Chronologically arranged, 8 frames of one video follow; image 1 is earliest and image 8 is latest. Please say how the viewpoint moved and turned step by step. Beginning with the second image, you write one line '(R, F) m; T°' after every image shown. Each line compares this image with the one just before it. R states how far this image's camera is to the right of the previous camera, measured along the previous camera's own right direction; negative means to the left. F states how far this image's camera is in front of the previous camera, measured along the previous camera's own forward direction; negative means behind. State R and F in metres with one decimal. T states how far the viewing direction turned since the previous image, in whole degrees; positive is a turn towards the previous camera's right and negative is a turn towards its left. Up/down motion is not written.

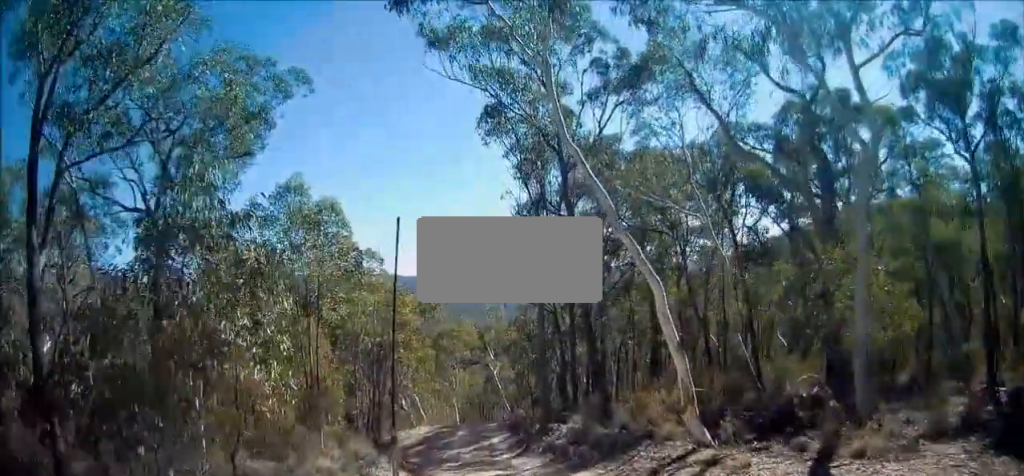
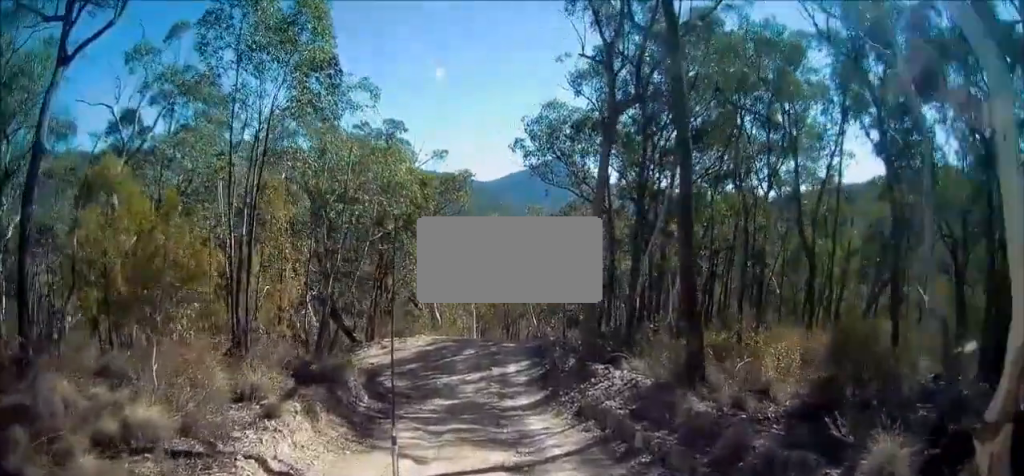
(0.0, +6.3) m; -3°
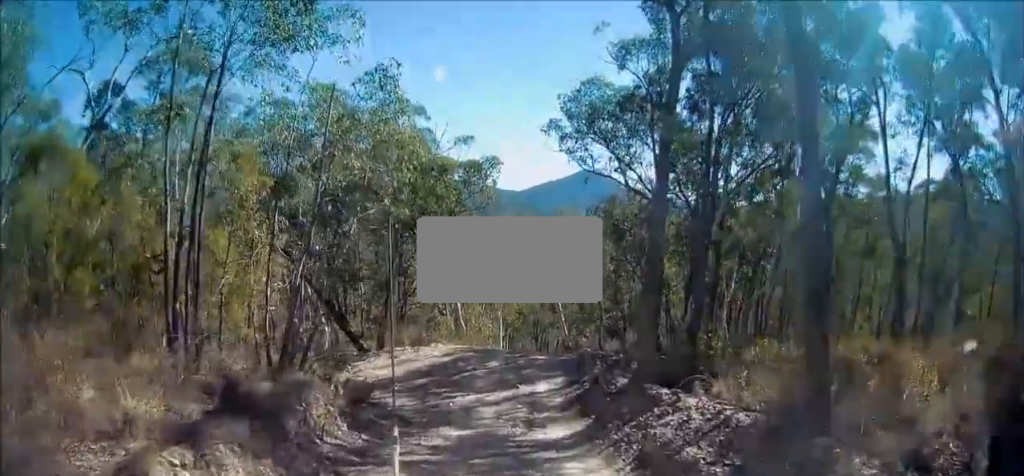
(-0.2, +3.2) m; -3°
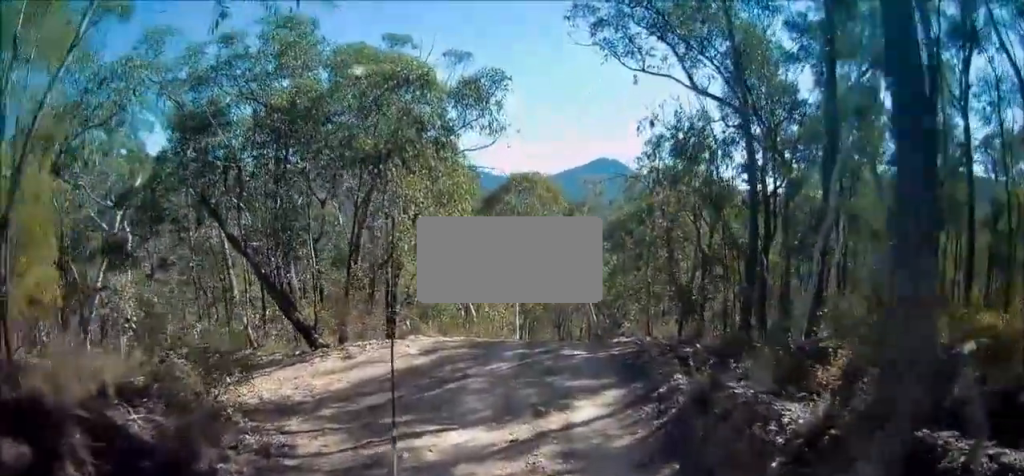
(0.0, +6.2) m; +5°
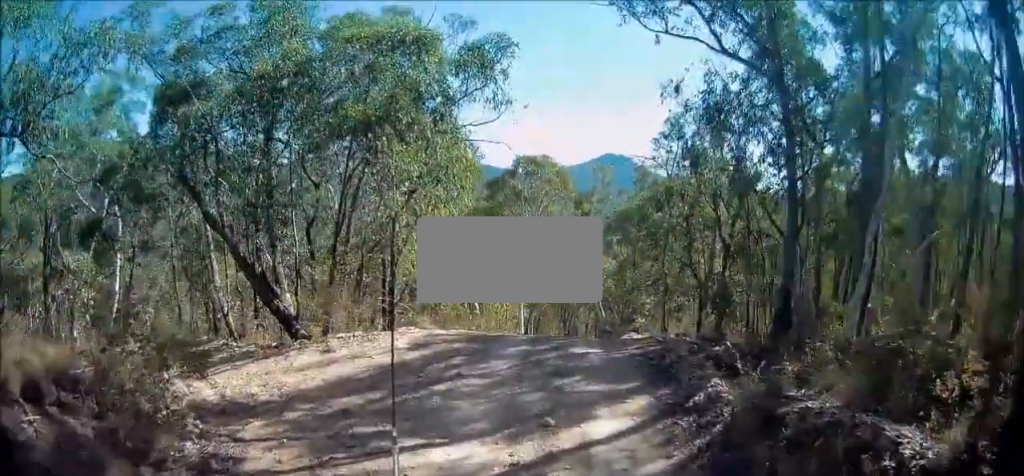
(0.0, +1.5) m; +3°
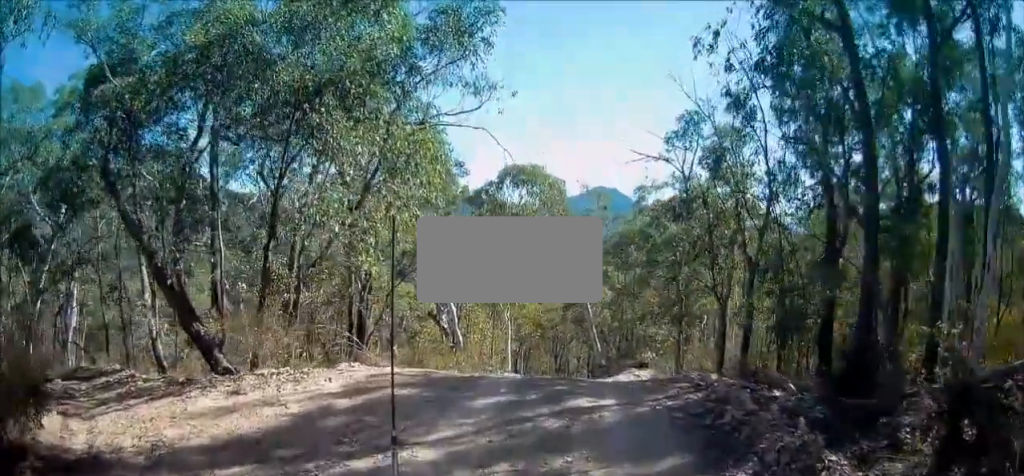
(+0.3, +2.7) m; +5°
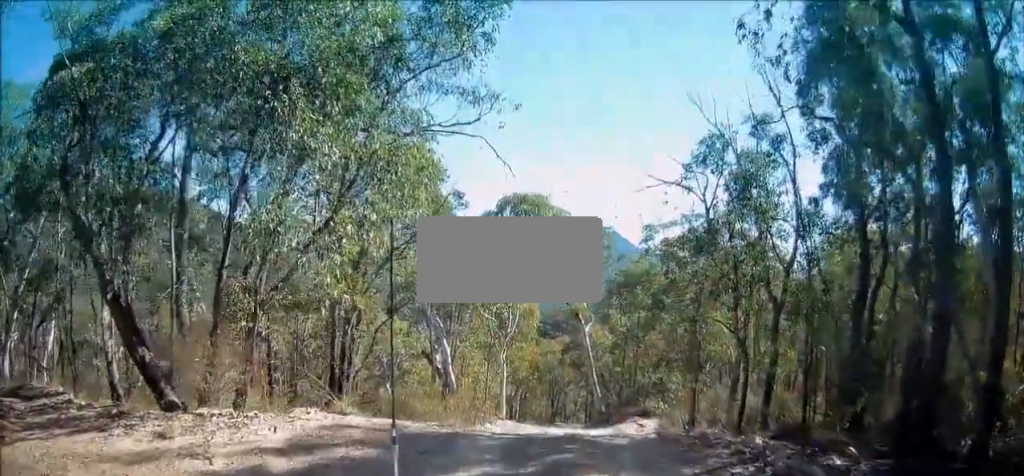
(0.0, +1.5) m; -4°
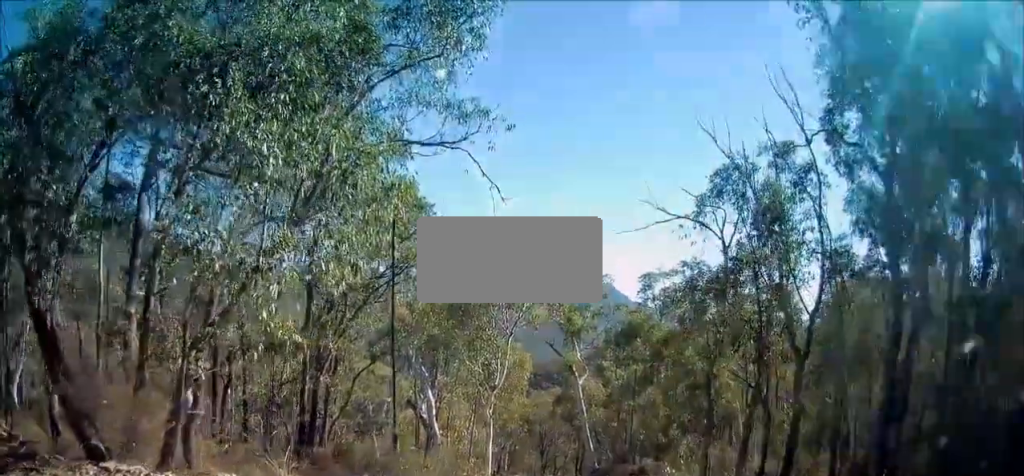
(0.0, +1.6) m; -2°
